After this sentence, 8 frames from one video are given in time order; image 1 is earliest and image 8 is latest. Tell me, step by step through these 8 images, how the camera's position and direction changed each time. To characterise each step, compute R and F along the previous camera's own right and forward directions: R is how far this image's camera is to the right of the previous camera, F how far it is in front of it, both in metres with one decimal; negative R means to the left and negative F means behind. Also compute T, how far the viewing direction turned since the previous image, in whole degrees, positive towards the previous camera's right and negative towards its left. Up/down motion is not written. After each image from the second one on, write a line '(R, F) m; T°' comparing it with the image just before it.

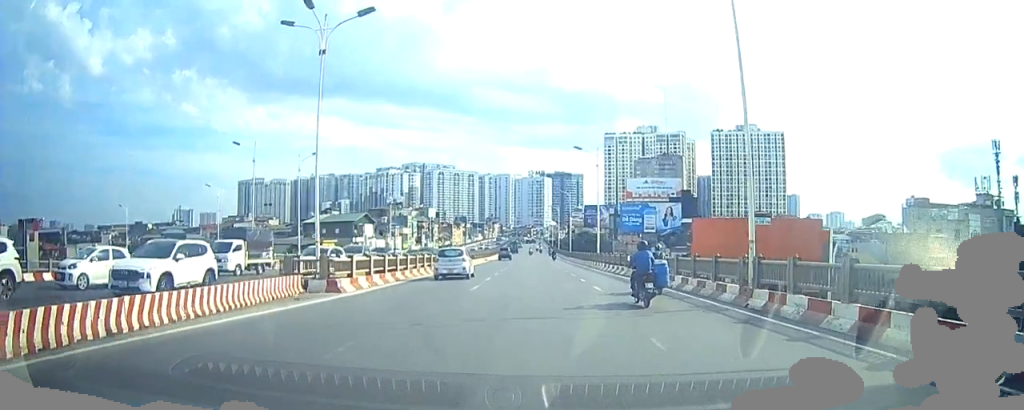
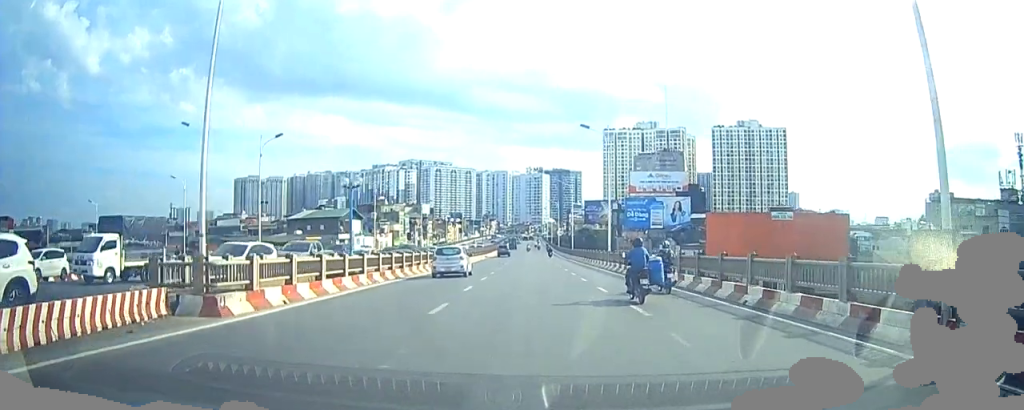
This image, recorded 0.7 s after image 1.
(0.0, +7.5) m; 0°
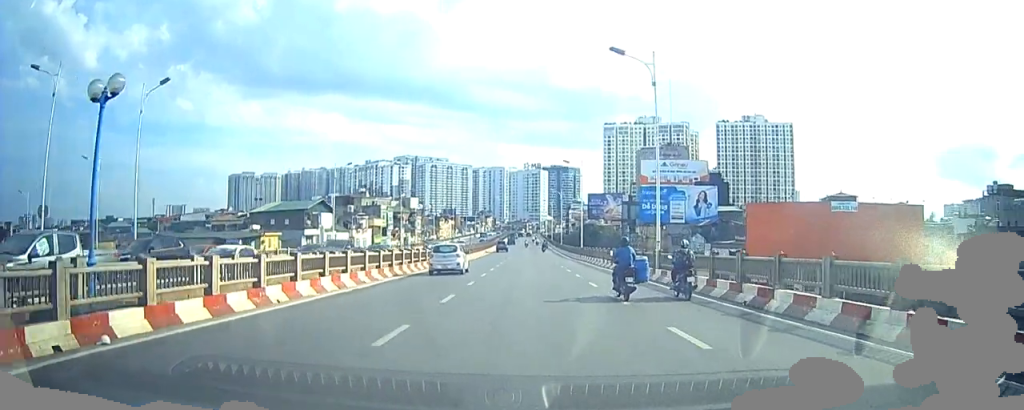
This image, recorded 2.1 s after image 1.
(0.0, +15.9) m; 0°
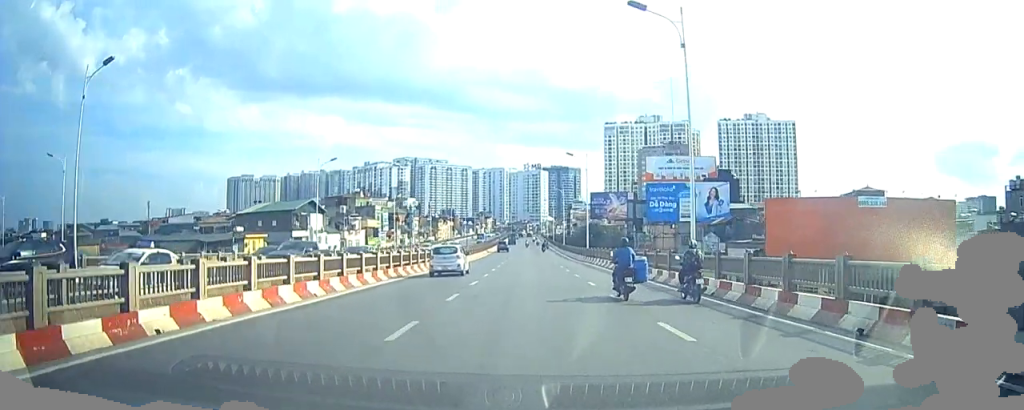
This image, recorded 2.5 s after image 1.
(0.0, +5.0) m; 0°
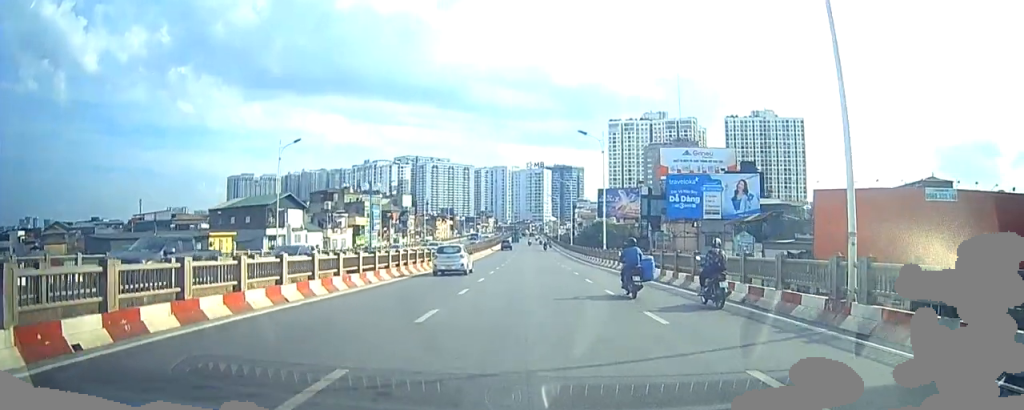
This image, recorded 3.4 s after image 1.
(0.0, +9.8) m; 0°
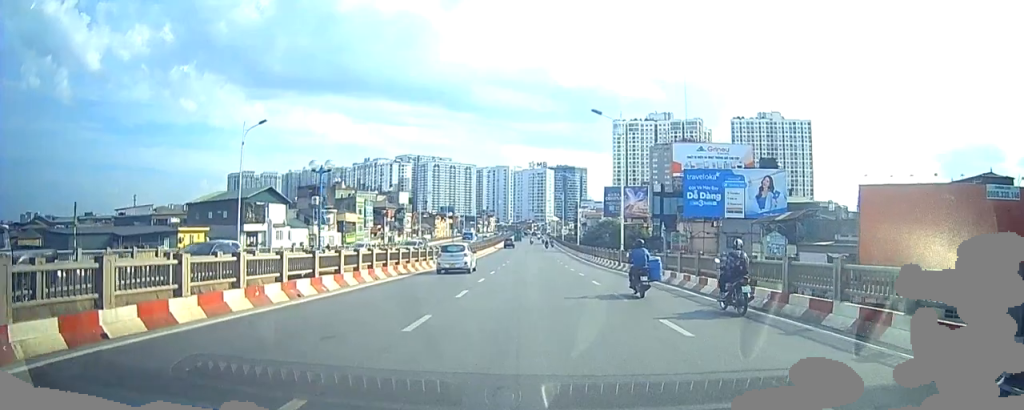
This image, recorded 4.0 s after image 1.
(0.0, +7.8) m; 0°
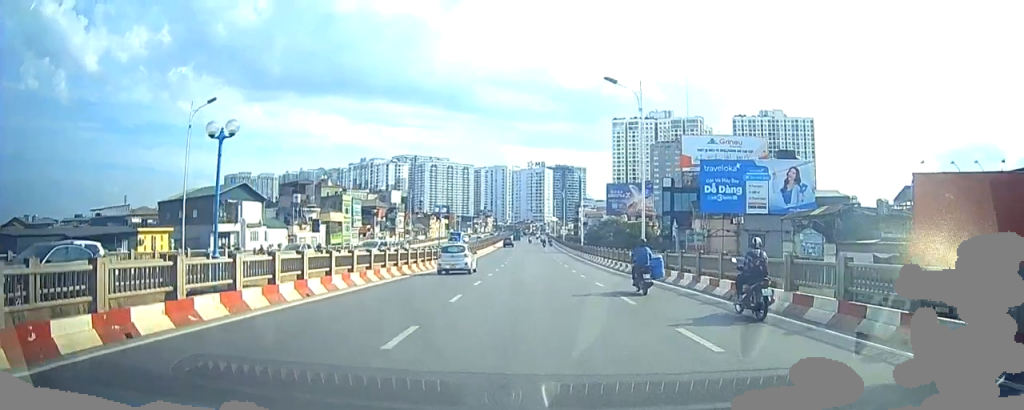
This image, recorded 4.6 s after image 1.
(0.0, +6.6) m; 0°
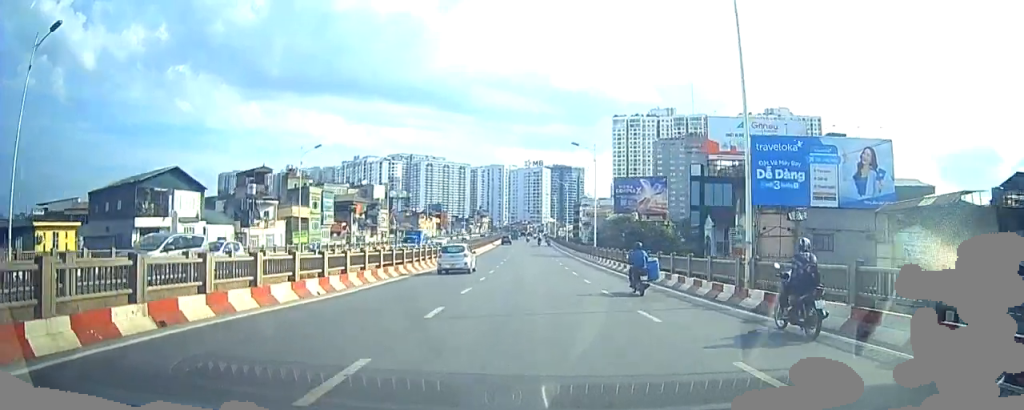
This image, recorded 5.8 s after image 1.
(0.0, +14.2) m; 0°
